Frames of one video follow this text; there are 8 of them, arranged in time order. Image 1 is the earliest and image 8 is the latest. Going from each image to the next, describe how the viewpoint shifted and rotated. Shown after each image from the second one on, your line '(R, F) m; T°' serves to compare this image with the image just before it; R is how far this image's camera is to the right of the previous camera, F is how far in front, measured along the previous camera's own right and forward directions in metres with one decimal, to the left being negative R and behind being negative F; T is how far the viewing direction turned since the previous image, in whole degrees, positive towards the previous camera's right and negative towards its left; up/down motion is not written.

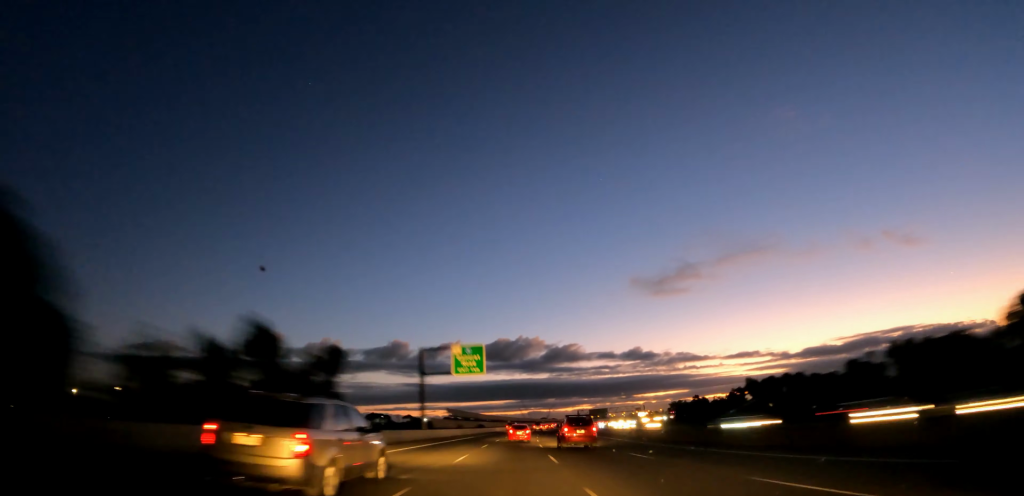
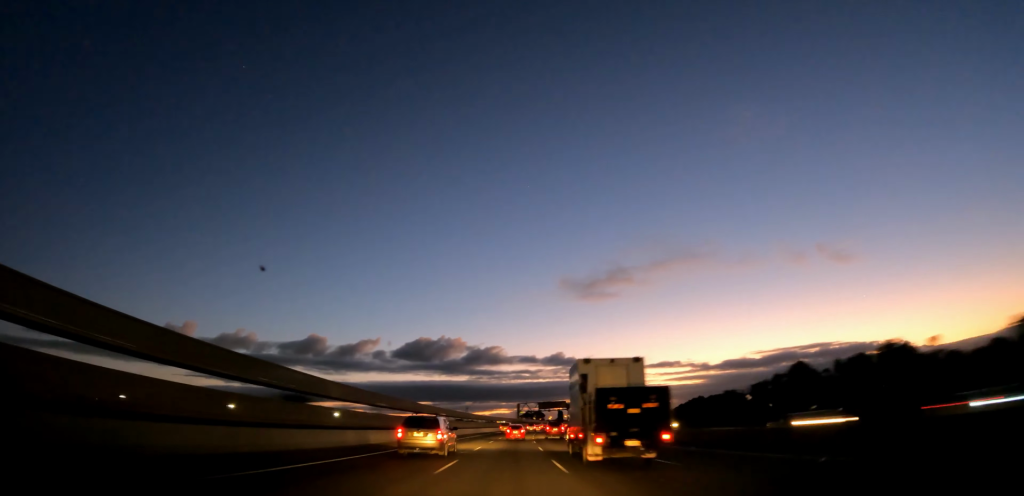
(+0.5, +11.5) m; +1°
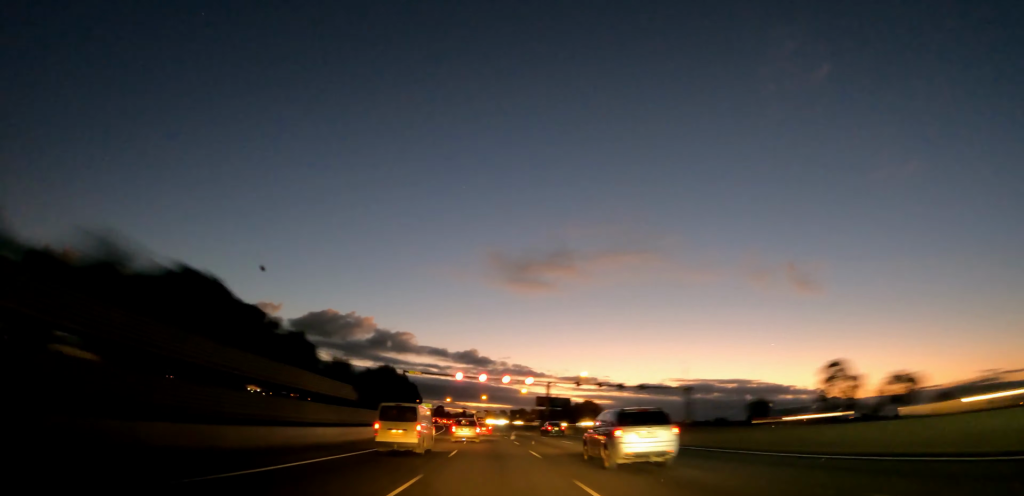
(+1.2, +48.2) m; +1°
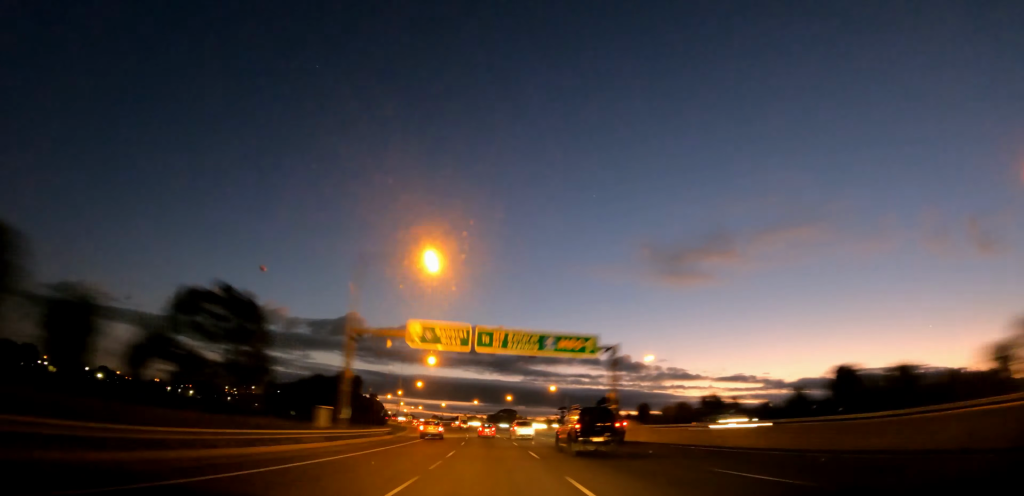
(0.0, +18.4) m; 0°
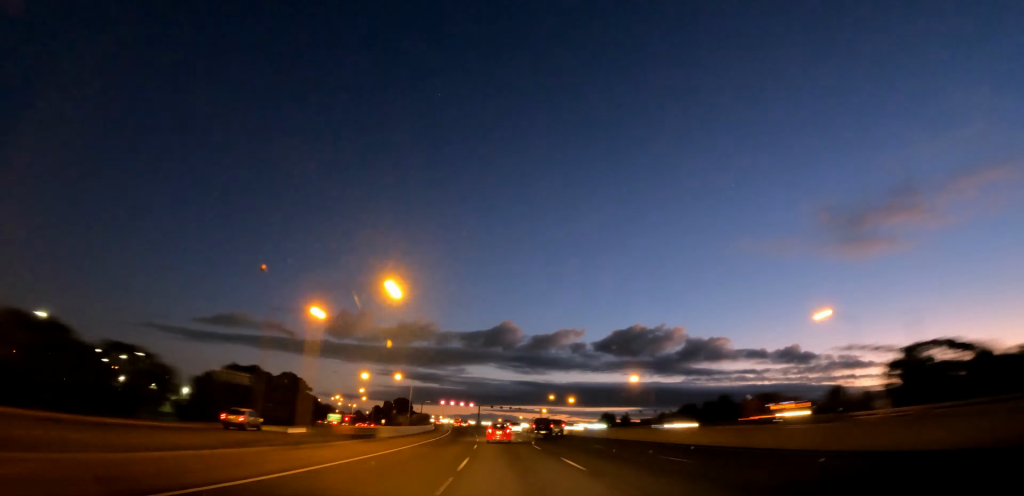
(0.0, +18.5) m; 0°
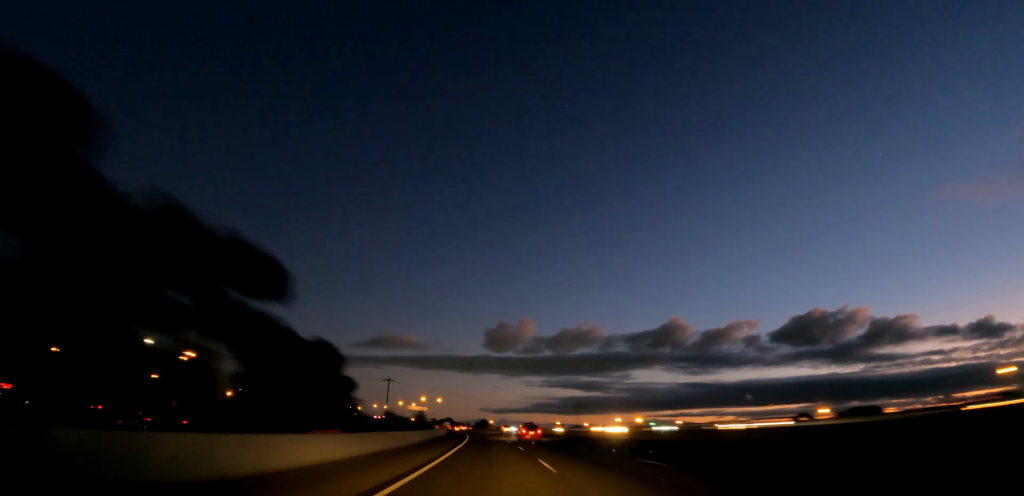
(0.0, +20.5) m; +1°
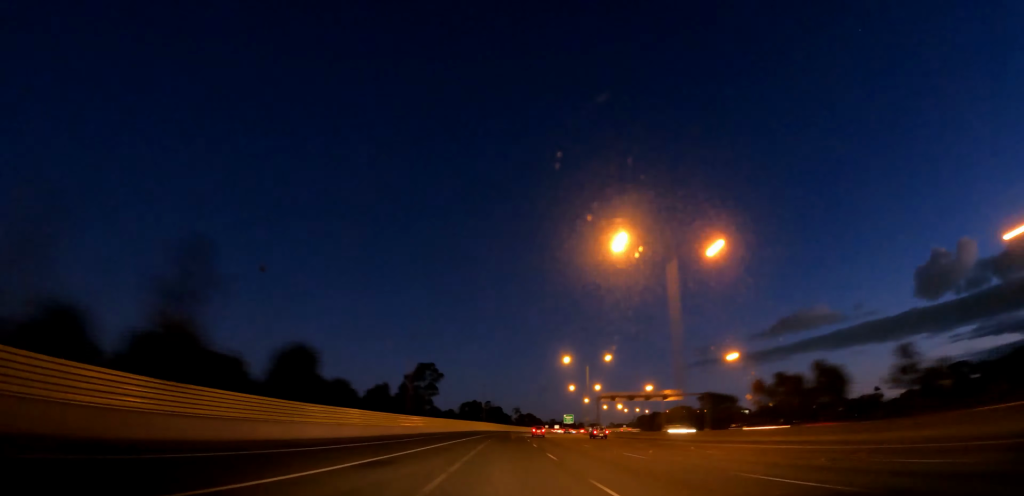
(+2.4, +53.0) m; +2°
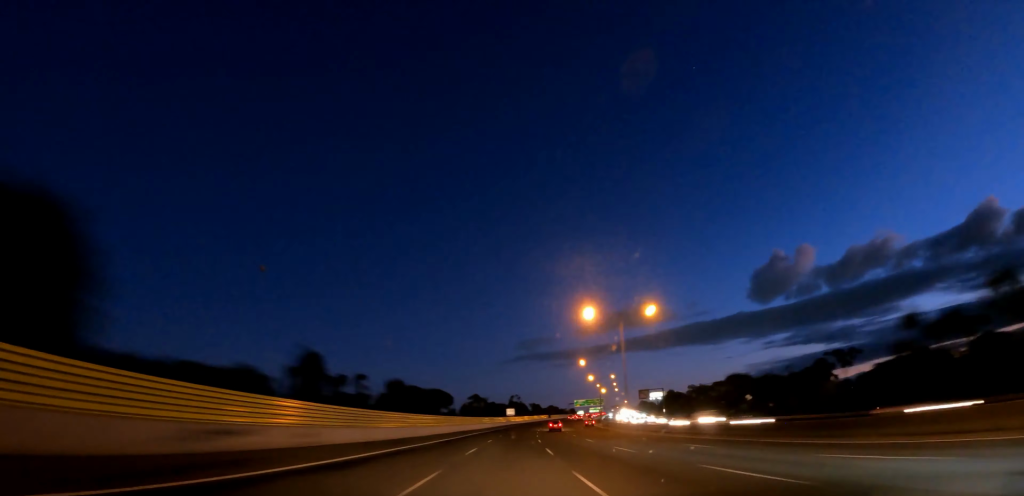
(-0.9, +25.6) m; 0°
